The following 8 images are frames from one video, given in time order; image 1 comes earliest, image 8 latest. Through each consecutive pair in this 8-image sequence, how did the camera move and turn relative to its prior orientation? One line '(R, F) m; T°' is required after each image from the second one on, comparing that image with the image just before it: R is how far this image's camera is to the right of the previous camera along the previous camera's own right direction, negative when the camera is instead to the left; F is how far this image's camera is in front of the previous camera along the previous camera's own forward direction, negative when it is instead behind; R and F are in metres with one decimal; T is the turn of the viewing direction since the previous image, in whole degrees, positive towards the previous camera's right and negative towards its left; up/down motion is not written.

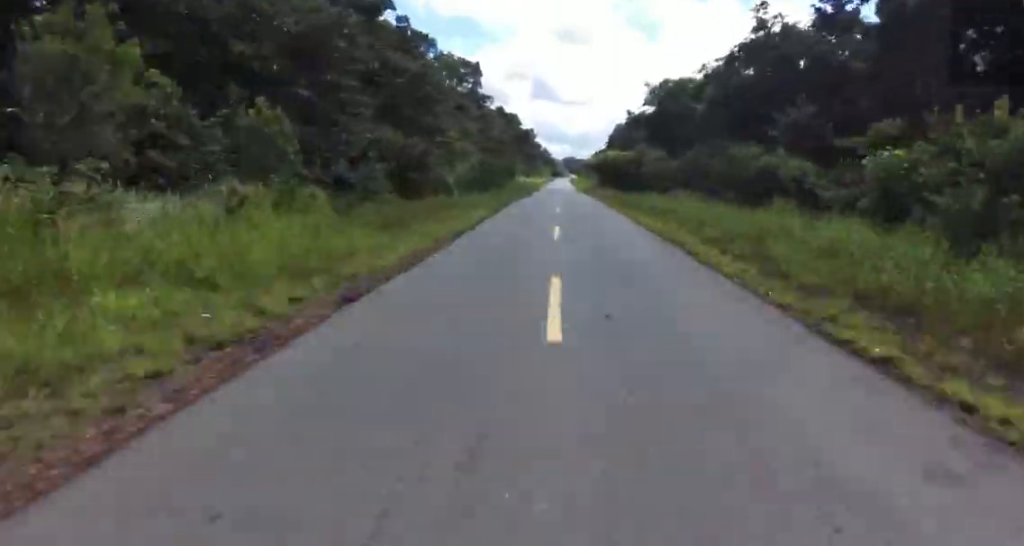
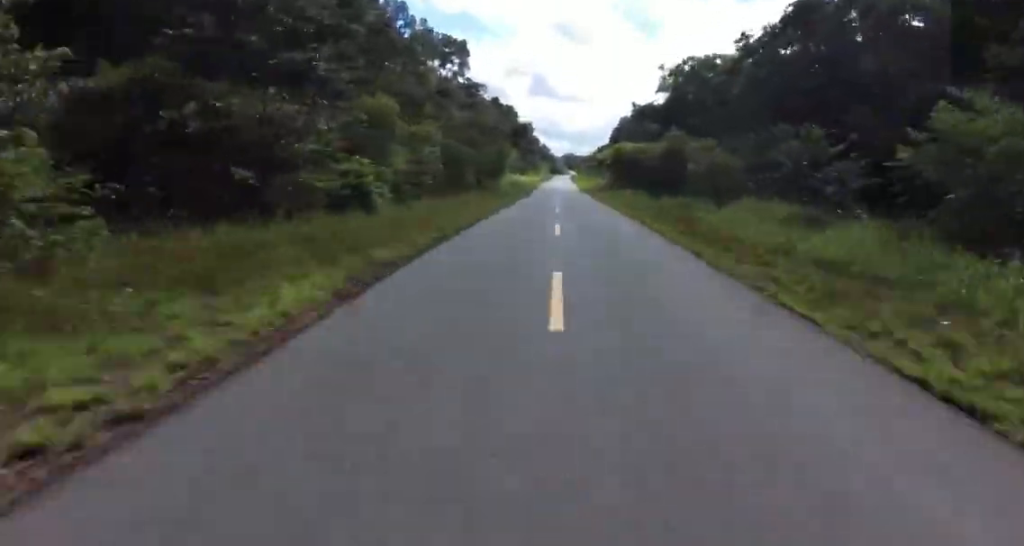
(-0.2, +17.4) m; +1°
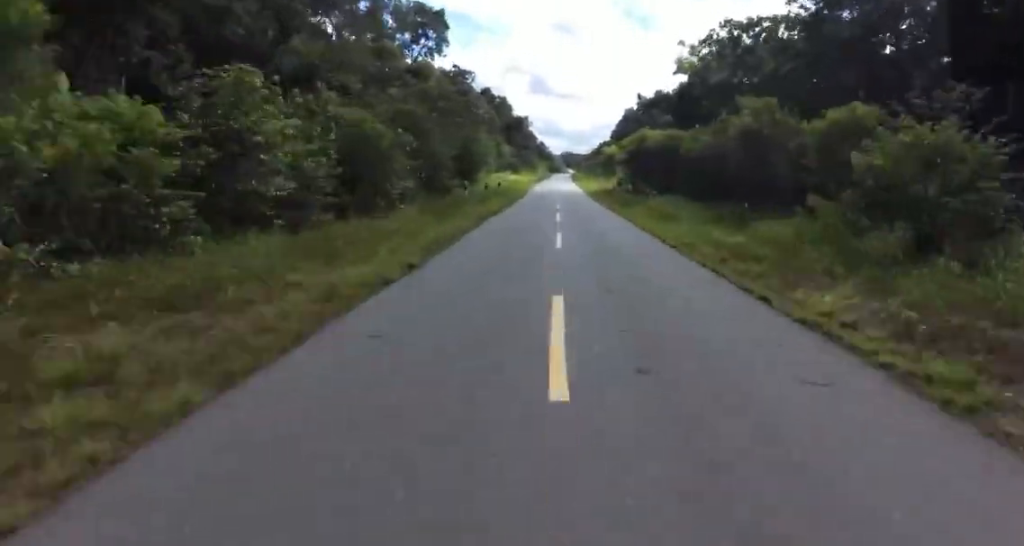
(+0.4, +17.5) m; +2°
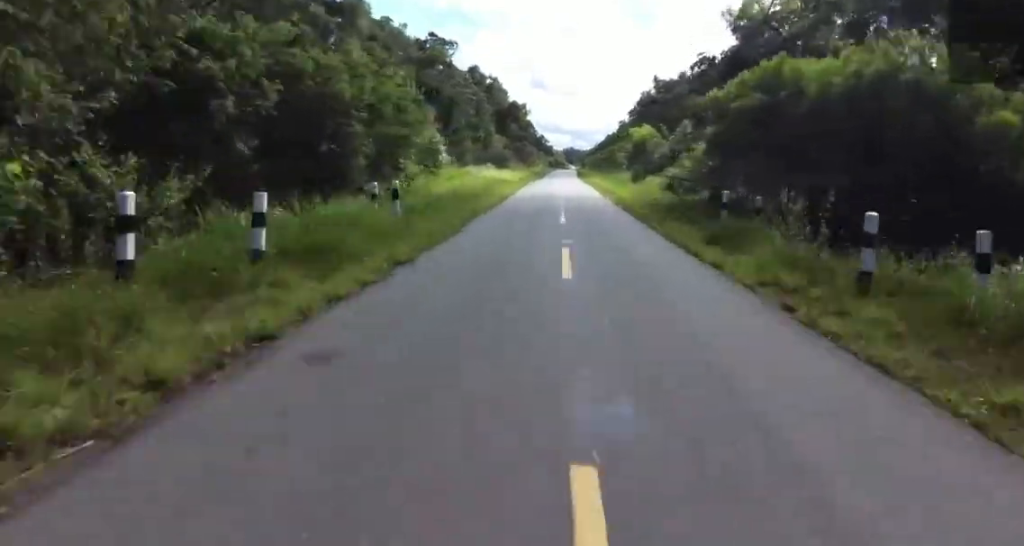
(+1.1, +31.2) m; +2°
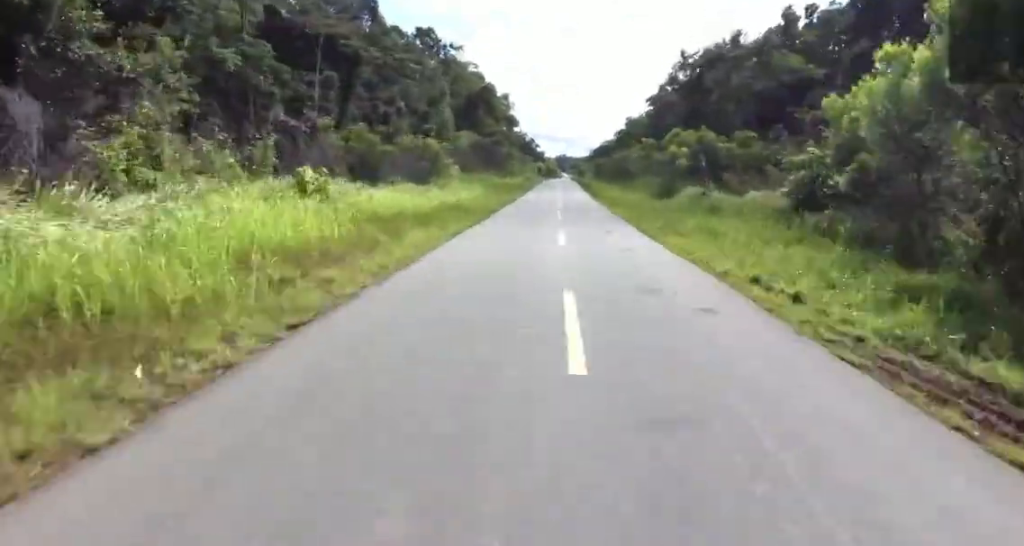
(-0.6, +45.4) m; -2°
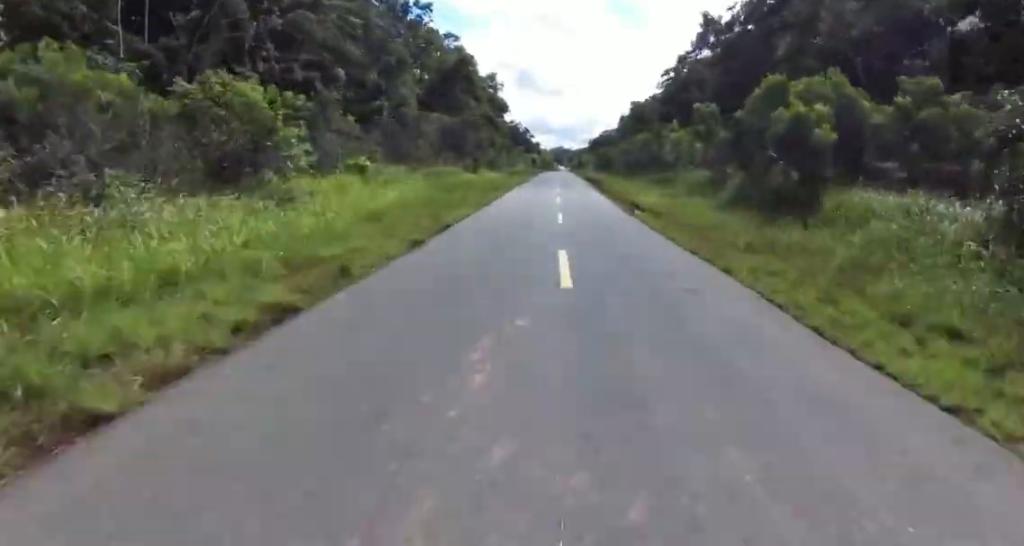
(-0.1, +23.4) m; 0°
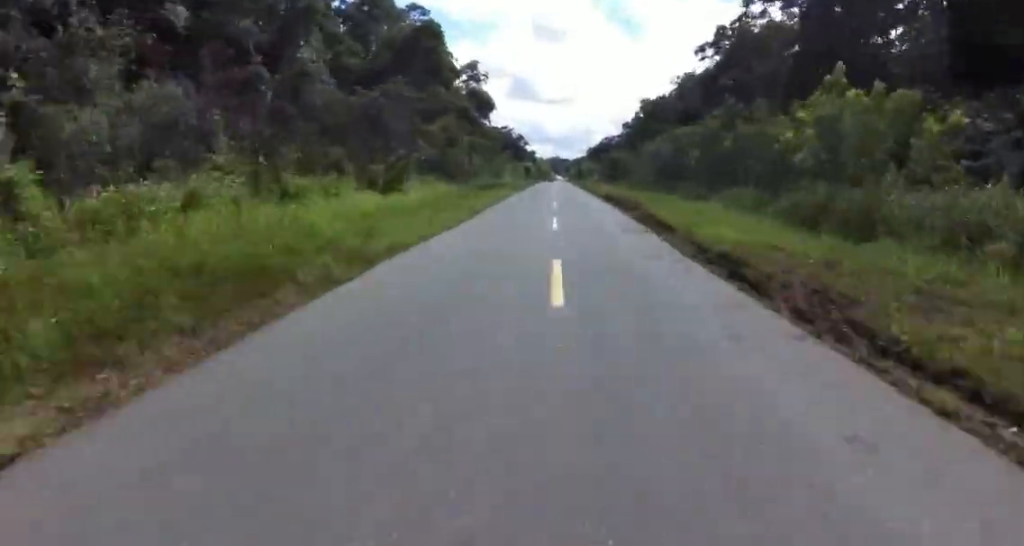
(0.0, +25.7) m; 0°
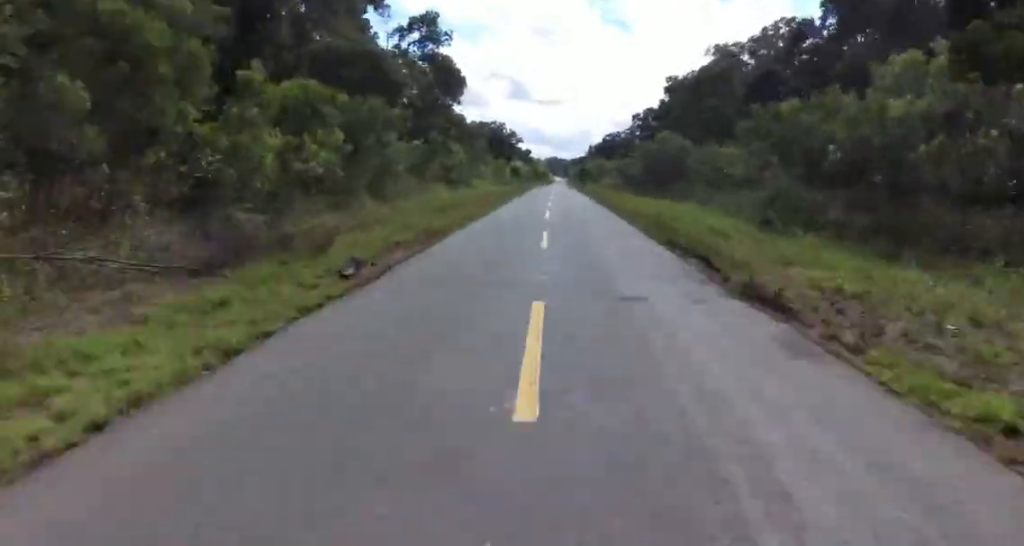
(0.0, +37.6) m; 0°
